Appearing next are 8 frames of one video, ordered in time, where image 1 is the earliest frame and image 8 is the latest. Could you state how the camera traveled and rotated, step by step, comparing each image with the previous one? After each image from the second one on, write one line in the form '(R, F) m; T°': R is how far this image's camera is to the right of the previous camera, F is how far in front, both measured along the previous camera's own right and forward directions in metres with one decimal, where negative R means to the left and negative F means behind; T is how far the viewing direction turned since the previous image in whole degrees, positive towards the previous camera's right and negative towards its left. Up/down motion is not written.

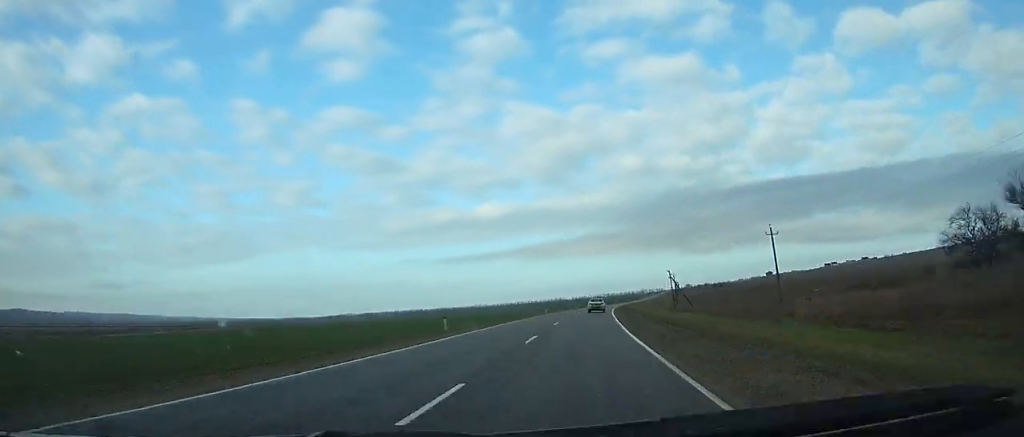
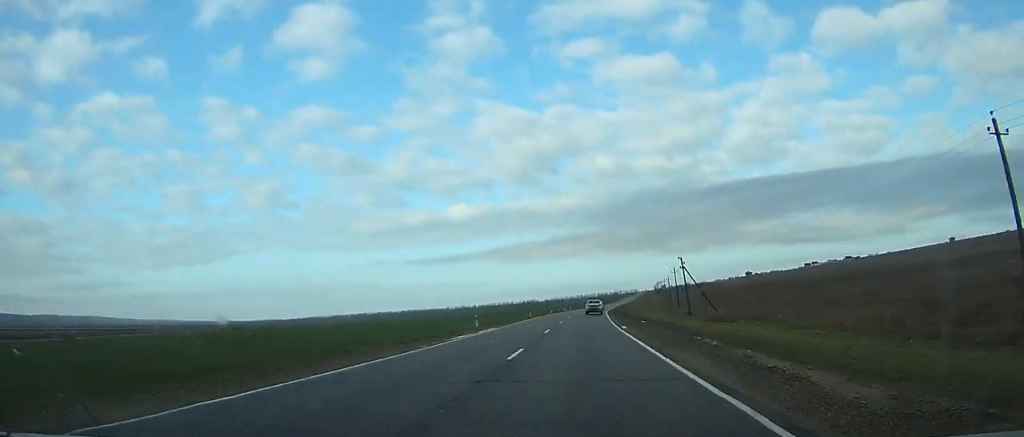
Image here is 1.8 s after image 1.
(+0.7, +40.8) m; +2°
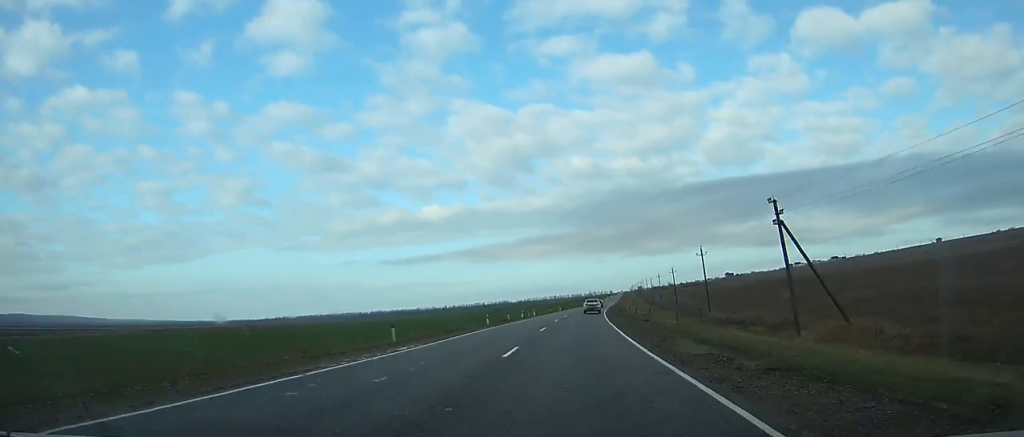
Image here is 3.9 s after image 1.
(+1.0, +47.9) m; +3°
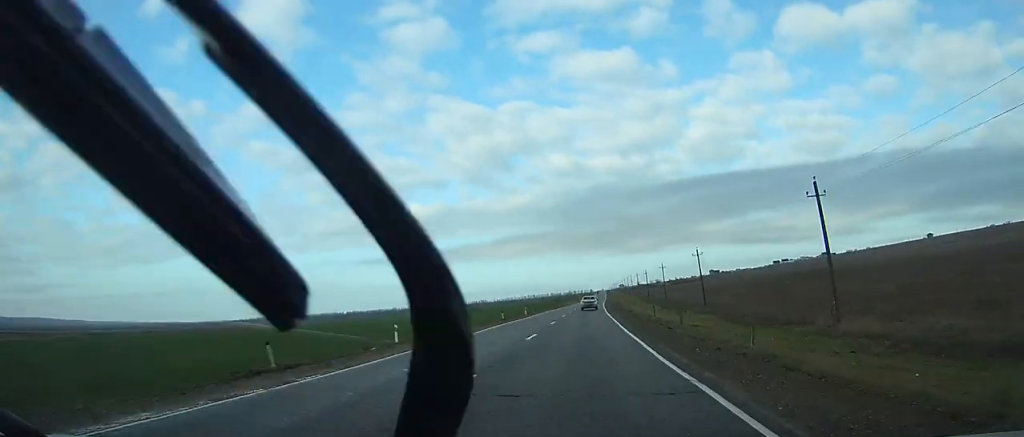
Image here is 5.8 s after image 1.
(+1.2, +44.0) m; +2°
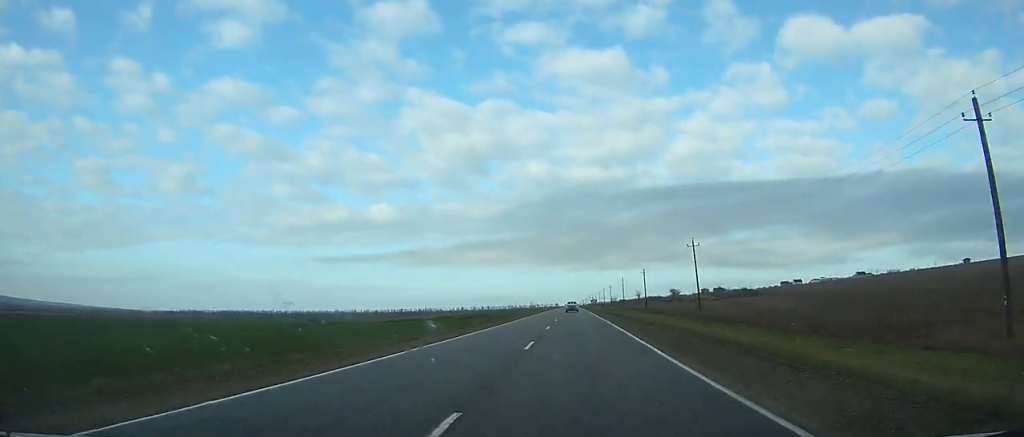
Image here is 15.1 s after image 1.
(+9.4, +220.1) m; +3°
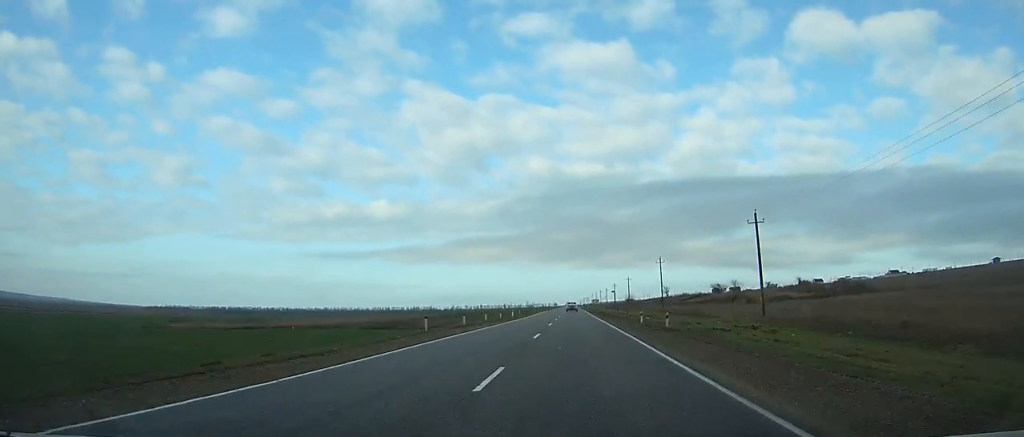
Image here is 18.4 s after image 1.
(-0.2, +80.0) m; 0°
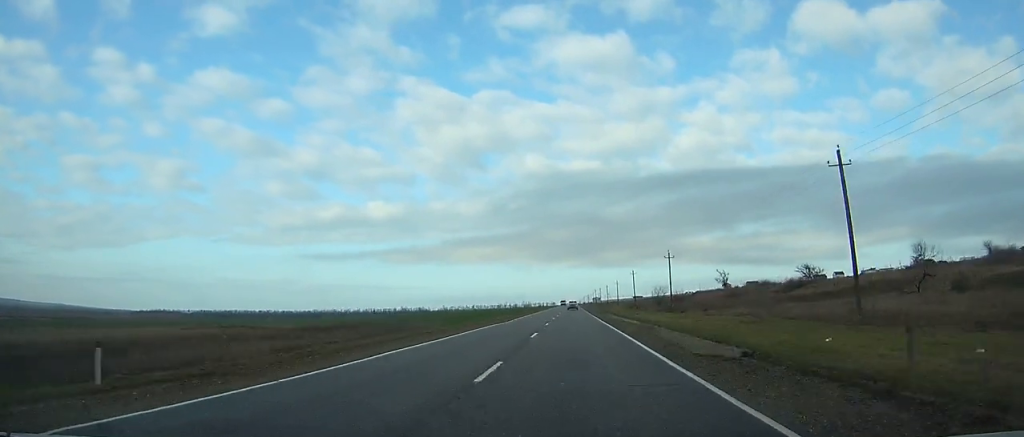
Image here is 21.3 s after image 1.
(0.0, +71.2) m; 0°
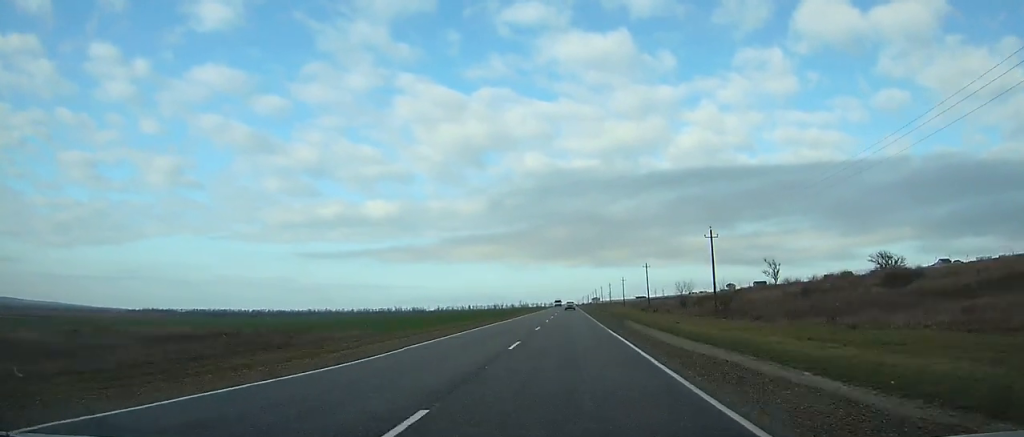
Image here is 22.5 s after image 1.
(0.0, +29.7) m; 0°
